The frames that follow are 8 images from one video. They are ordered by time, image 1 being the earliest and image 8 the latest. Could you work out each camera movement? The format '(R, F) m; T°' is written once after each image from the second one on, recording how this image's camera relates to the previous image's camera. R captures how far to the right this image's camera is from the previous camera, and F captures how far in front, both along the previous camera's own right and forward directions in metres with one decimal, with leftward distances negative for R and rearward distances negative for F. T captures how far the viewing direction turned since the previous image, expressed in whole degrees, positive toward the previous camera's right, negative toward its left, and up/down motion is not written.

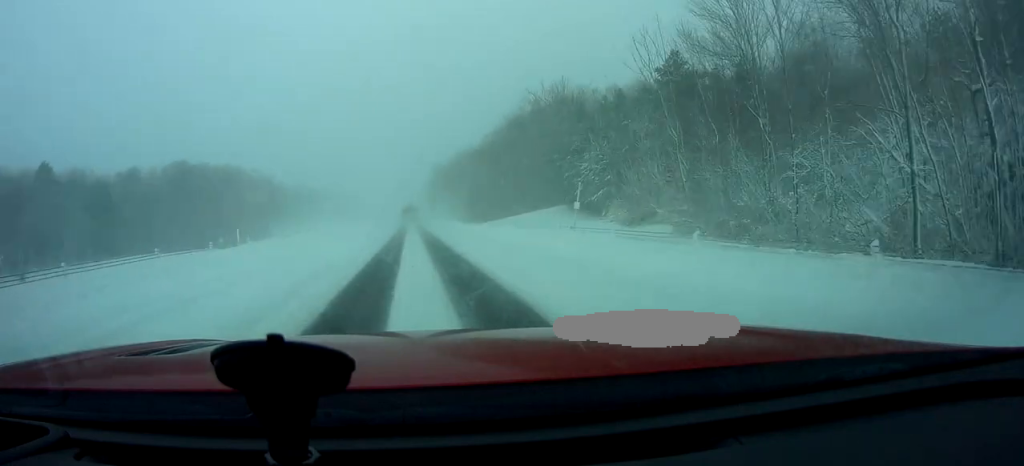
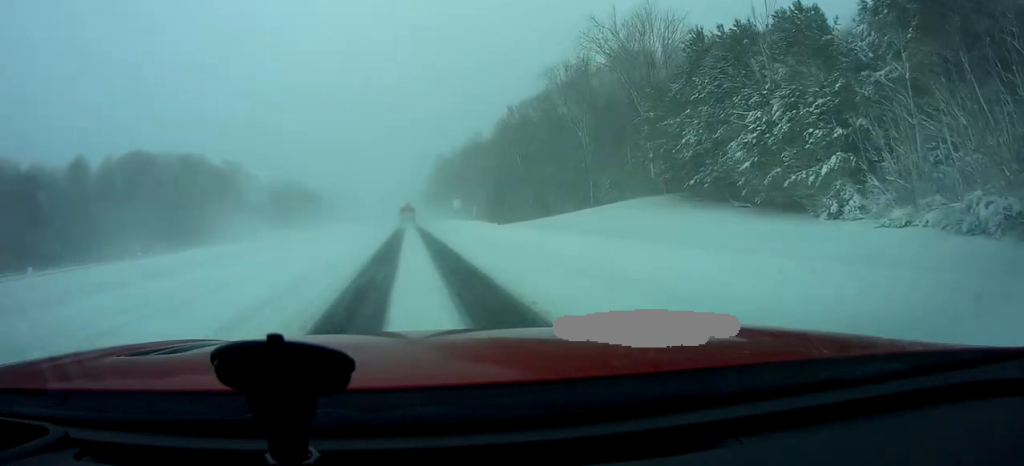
(+0.5, +30.4) m; +1°
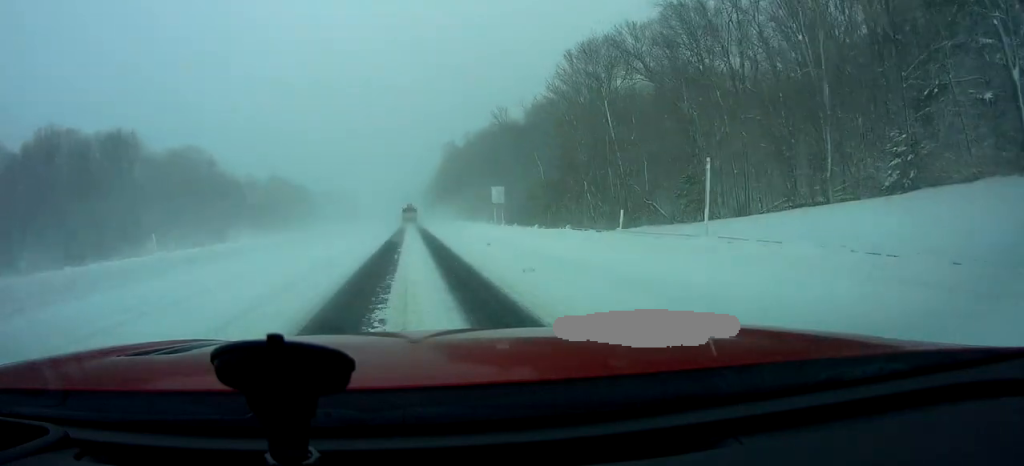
(0.0, +38.8) m; -1°
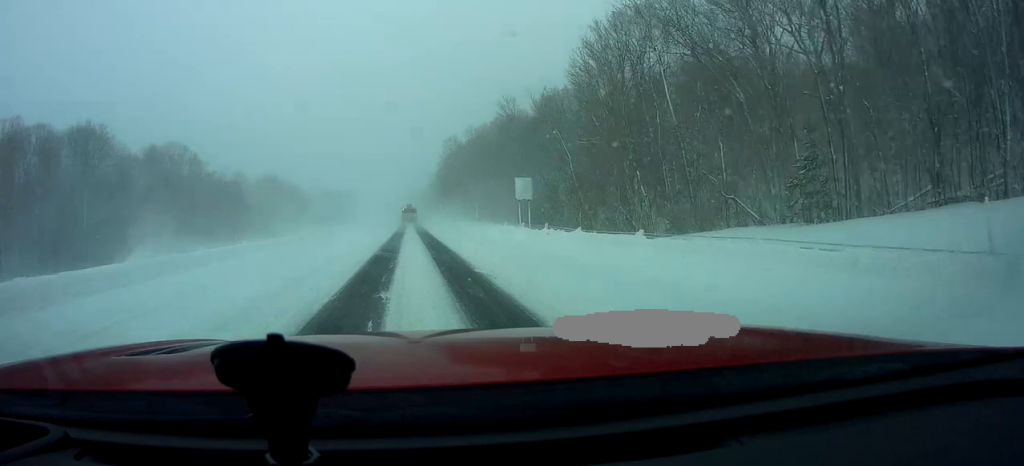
(-0.2, +11.6) m; 0°
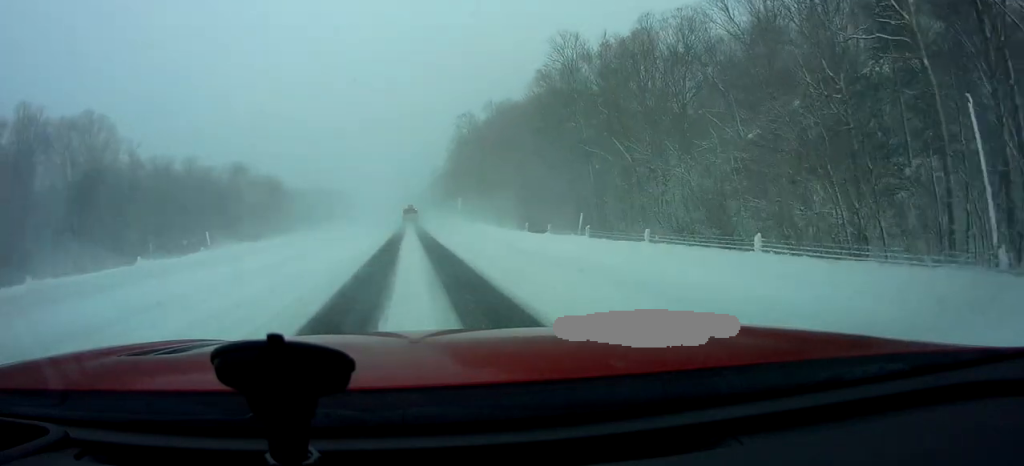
(+1.1, +43.7) m; +2°
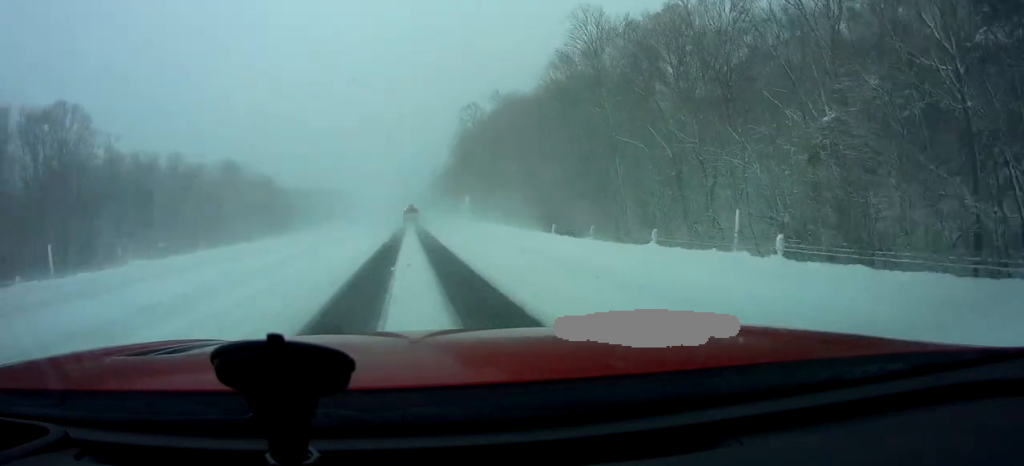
(-0.4, +10.0) m; -1°
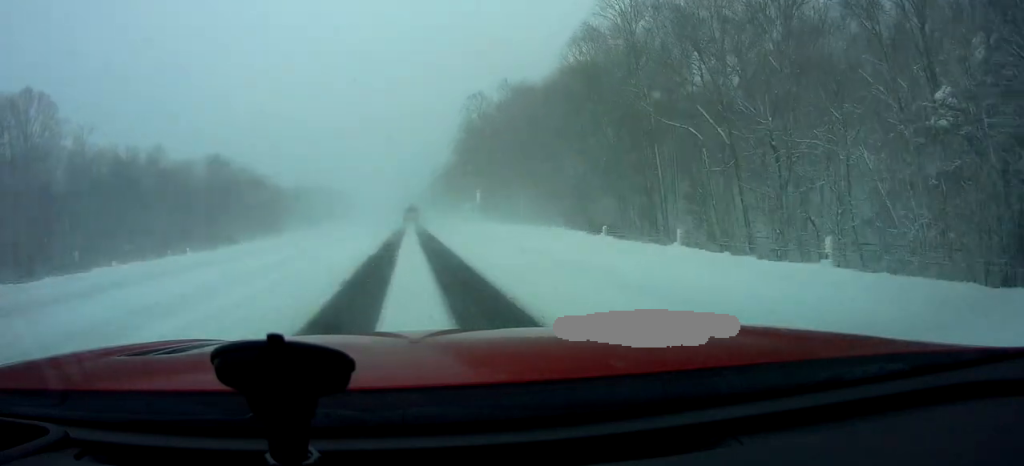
(0.0, +10.8) m; 0°
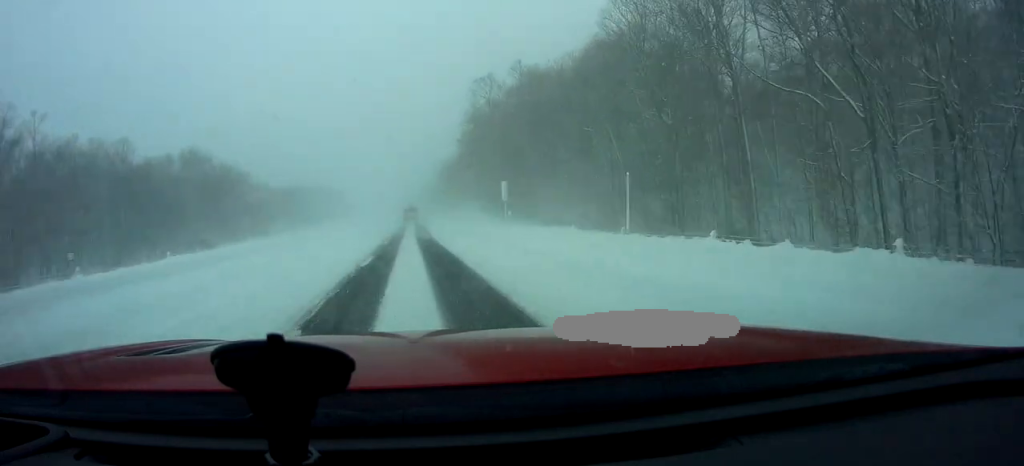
(+0.3, +15.9) m; 0°
